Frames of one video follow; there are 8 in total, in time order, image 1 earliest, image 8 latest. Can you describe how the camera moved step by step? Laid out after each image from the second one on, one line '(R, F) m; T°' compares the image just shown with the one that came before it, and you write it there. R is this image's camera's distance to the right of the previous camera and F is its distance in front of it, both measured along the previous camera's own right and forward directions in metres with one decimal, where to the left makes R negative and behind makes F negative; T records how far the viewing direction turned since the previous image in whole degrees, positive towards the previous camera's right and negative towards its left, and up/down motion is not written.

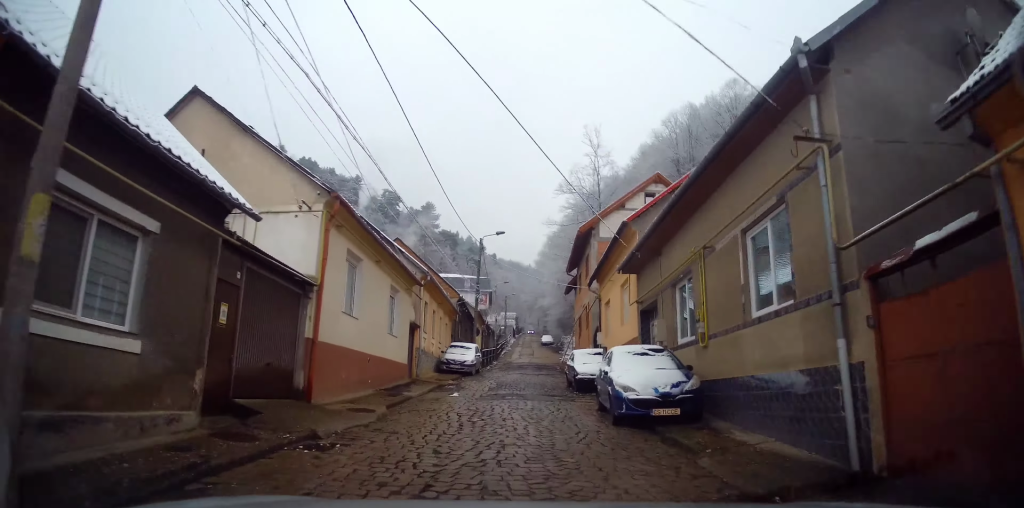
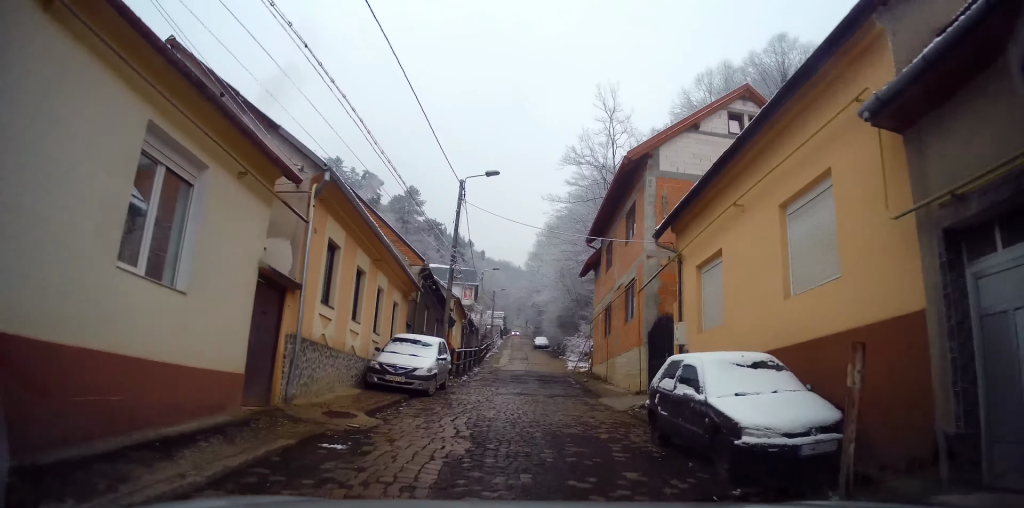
(0.0, +12.5) m; +5°
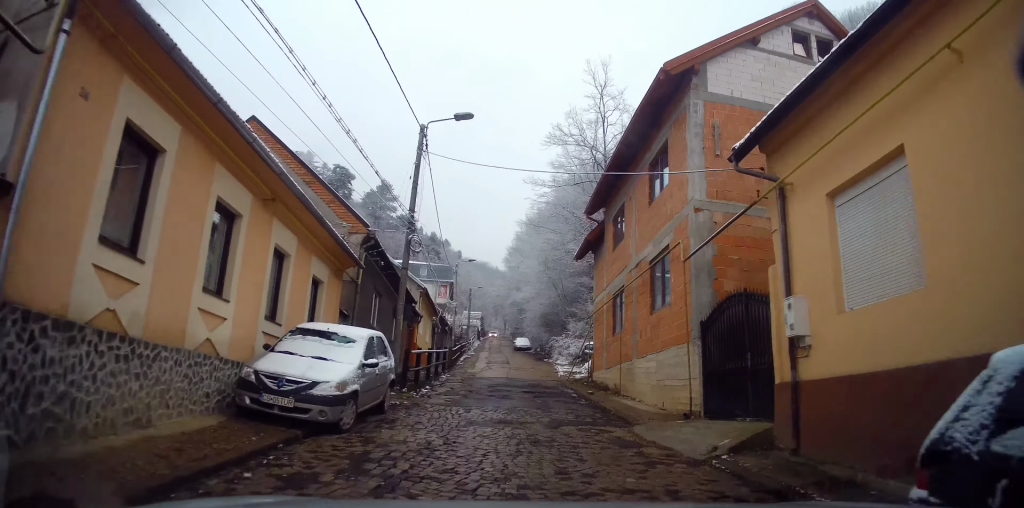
(+0.5, +5.8) m; 0°
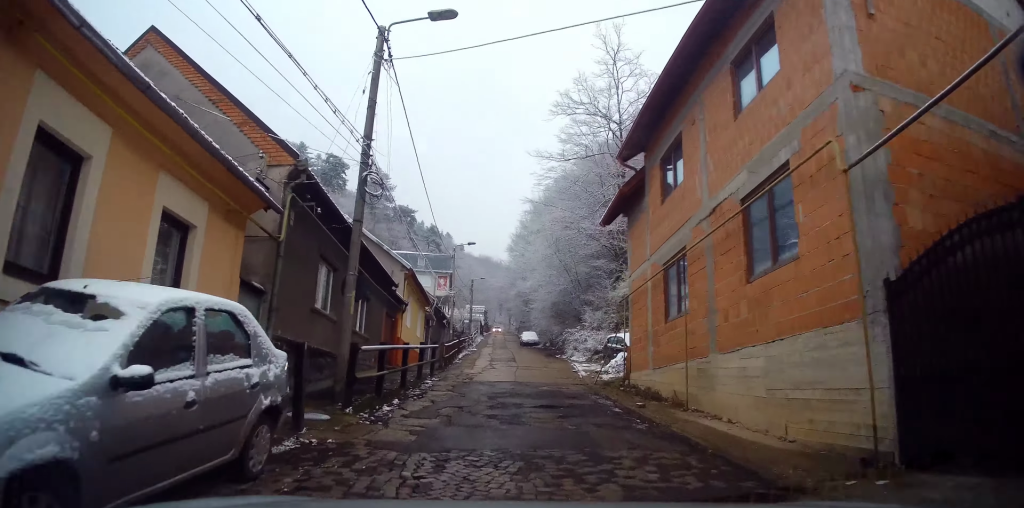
(-0.3, +5.6) m; -2°
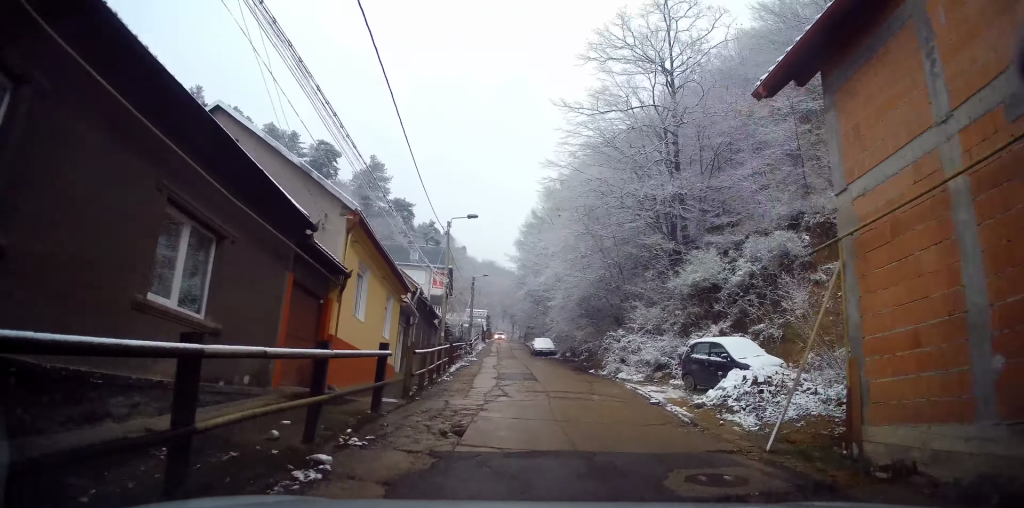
(+0.1, +11.5) m; +4°
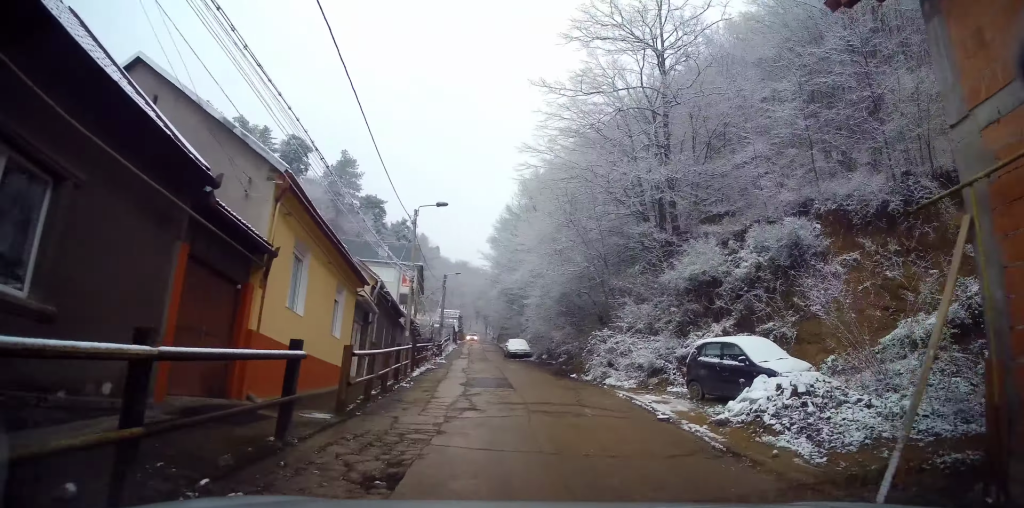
(-0.1, +3.0) m; +3°
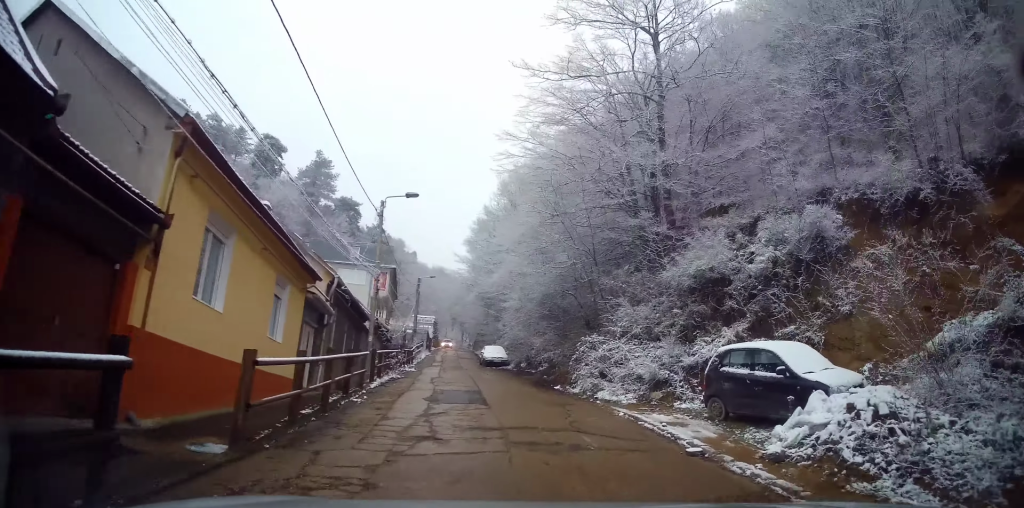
(+0.1, +2.9) m; +1°
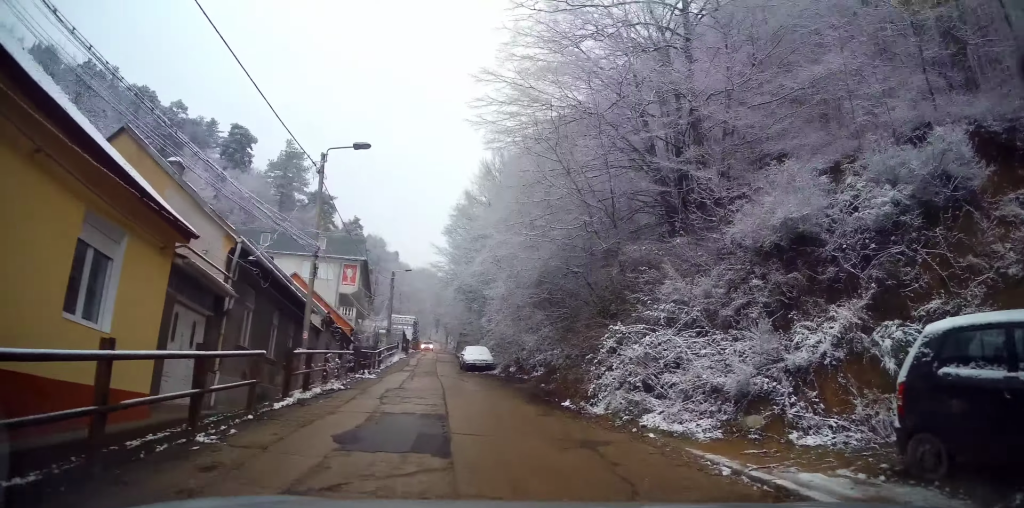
(+0.3, +6.1) m; -1°
